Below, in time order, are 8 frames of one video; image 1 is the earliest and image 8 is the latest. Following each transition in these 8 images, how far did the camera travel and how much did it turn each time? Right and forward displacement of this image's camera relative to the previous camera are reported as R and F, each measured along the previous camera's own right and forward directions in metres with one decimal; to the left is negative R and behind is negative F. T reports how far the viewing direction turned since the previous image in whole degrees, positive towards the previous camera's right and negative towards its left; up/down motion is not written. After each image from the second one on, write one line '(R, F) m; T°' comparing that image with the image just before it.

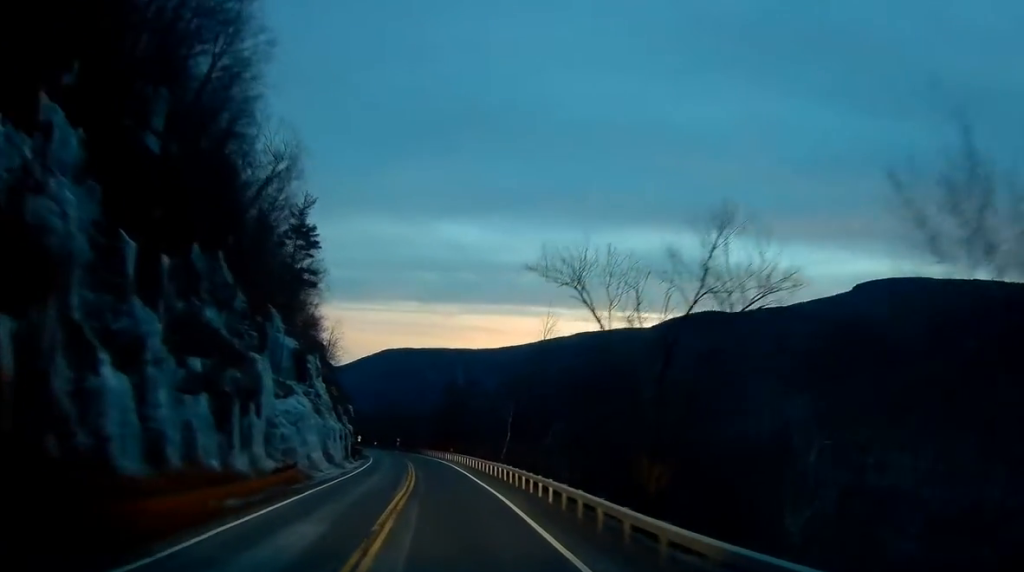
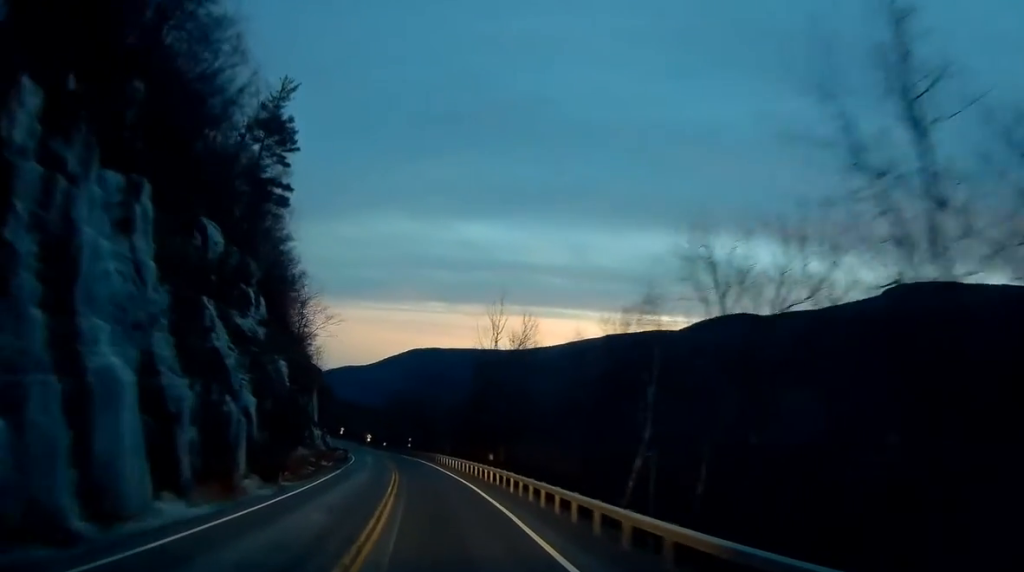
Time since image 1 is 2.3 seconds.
(+0.4, +33.3) m; -1°
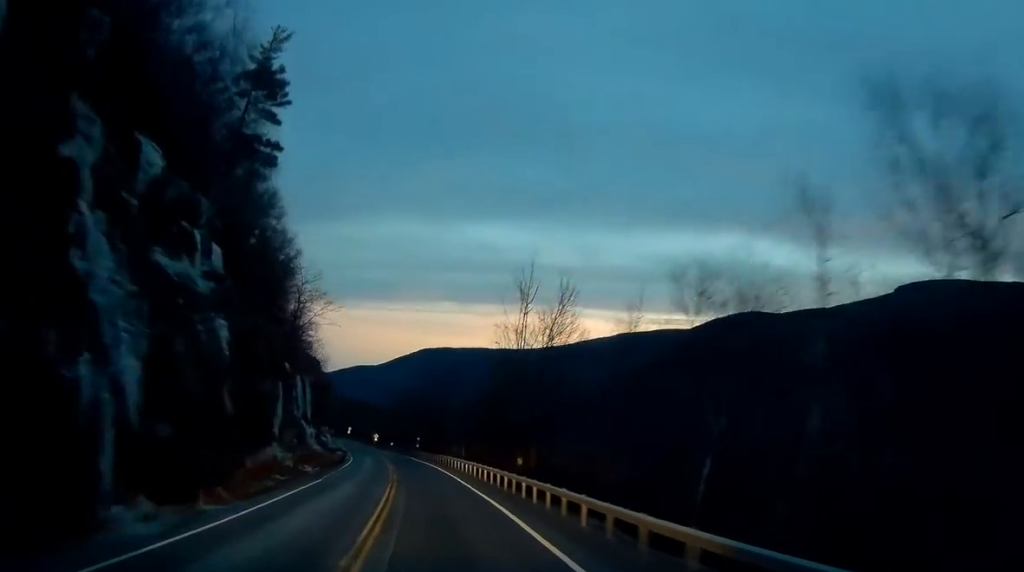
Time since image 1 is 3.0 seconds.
(-0.2, +9.8) m; -2°
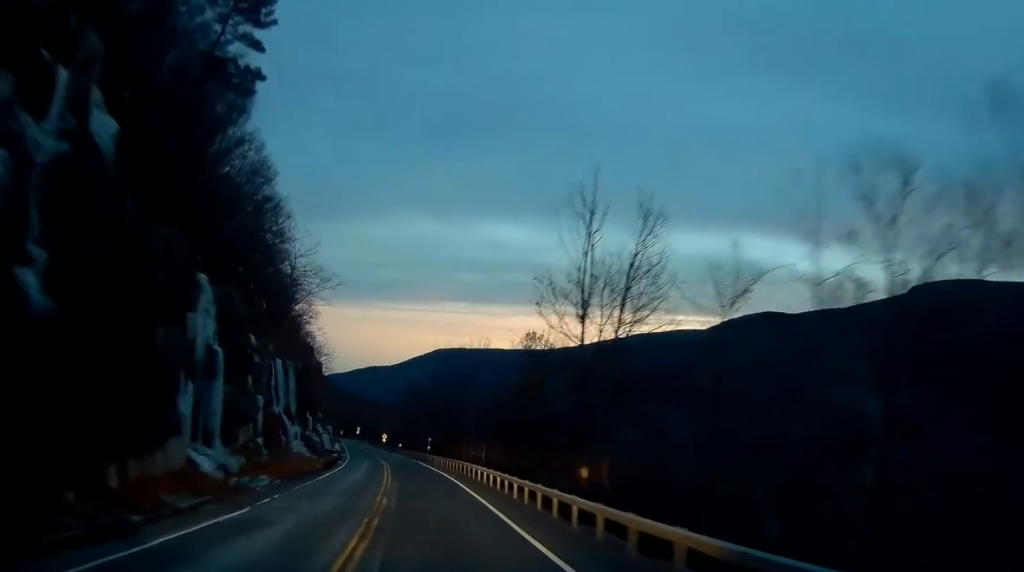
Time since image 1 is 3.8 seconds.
(-0.3, +12.4) m; -2°
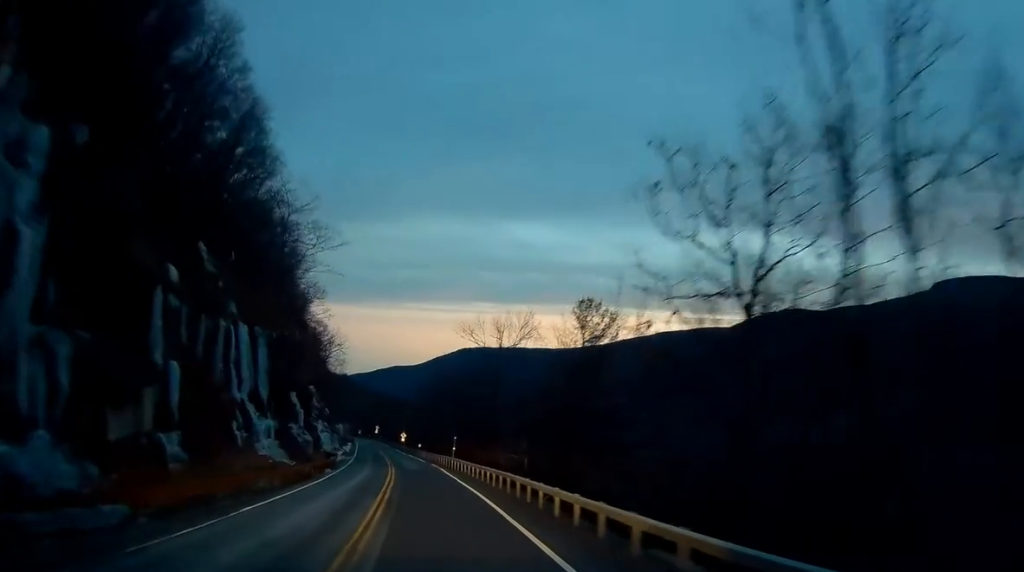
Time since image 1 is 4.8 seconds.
(-0.2, +14.6) m; -1°
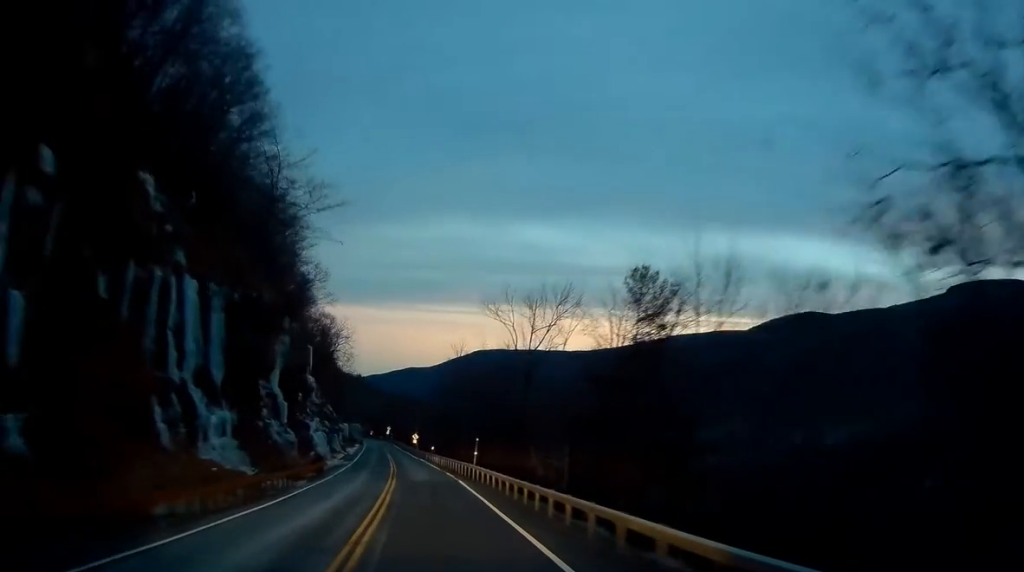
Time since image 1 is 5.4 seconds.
(0.0, +10.2) m; -1°
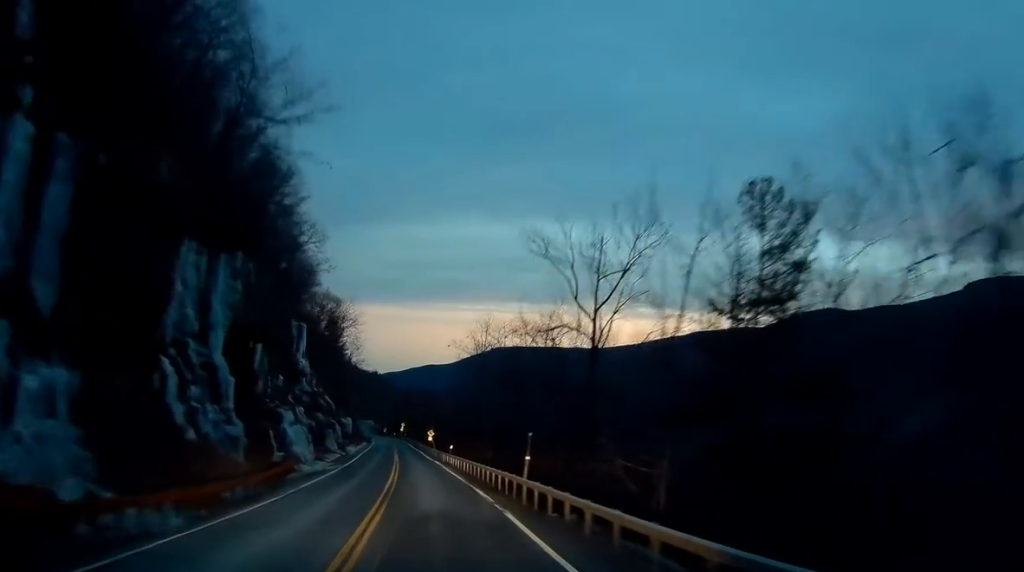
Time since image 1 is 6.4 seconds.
(-0.2, +14.4) m; -2°
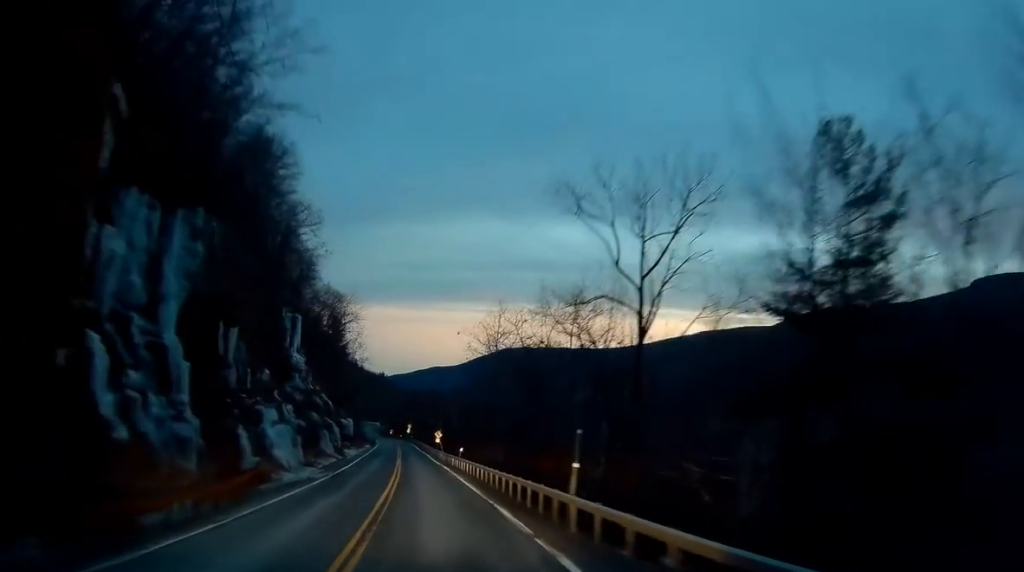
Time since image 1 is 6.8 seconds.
(-0.1, +6.2) m; -1°
